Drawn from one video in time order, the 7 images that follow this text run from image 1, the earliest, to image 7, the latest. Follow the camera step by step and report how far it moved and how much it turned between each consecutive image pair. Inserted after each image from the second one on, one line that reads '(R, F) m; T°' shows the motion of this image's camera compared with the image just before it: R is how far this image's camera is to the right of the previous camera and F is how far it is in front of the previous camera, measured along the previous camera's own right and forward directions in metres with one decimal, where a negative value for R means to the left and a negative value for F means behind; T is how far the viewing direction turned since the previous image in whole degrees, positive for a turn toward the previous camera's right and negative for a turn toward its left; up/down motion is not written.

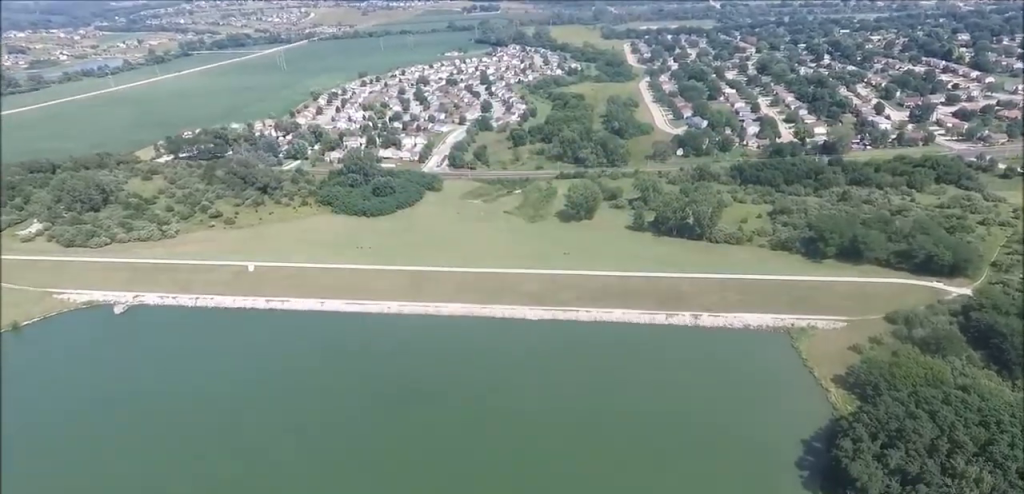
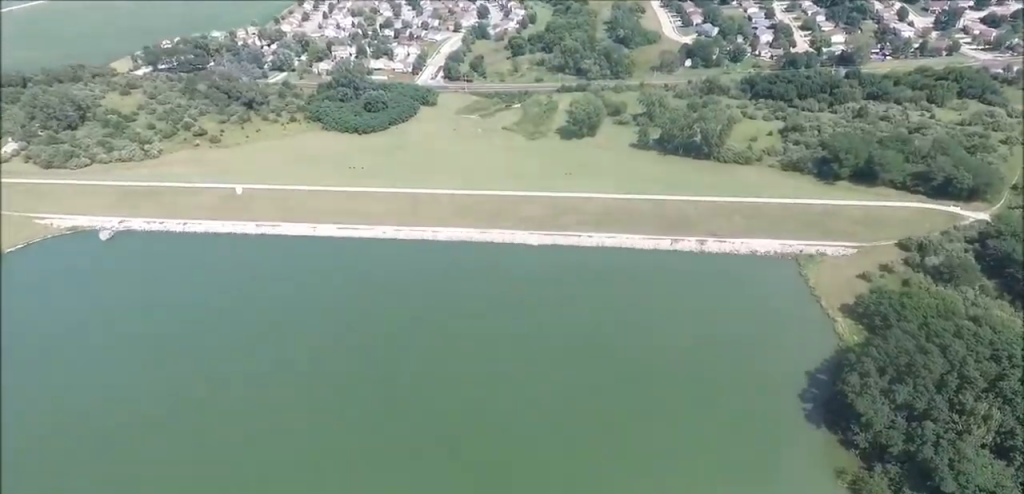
(0.0, +8.6) m; +1°
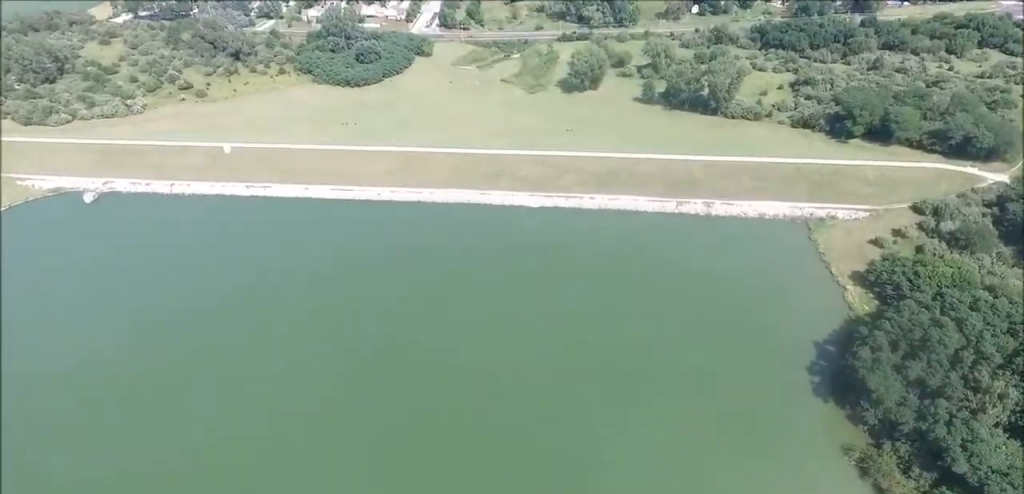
(+0.1, +8.9) m; +1°
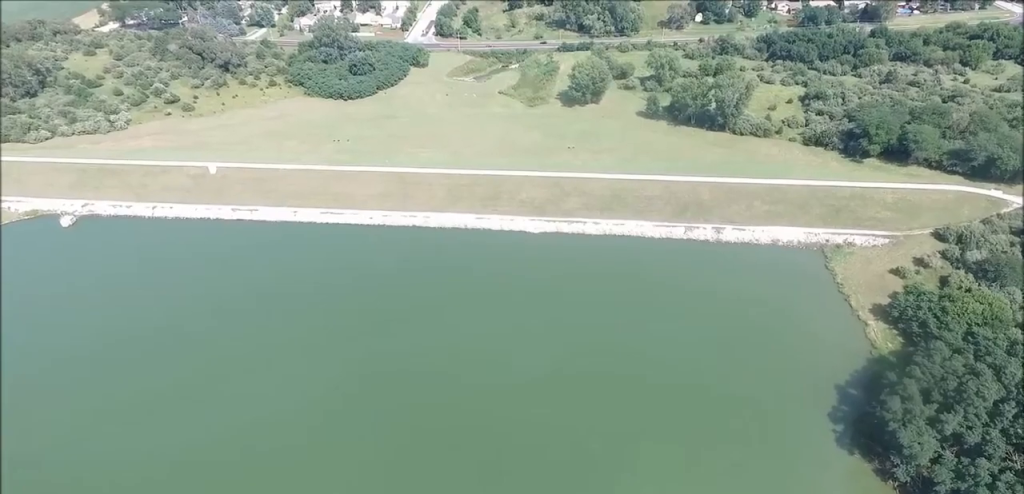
(+0.1, +15.4) m; +1°
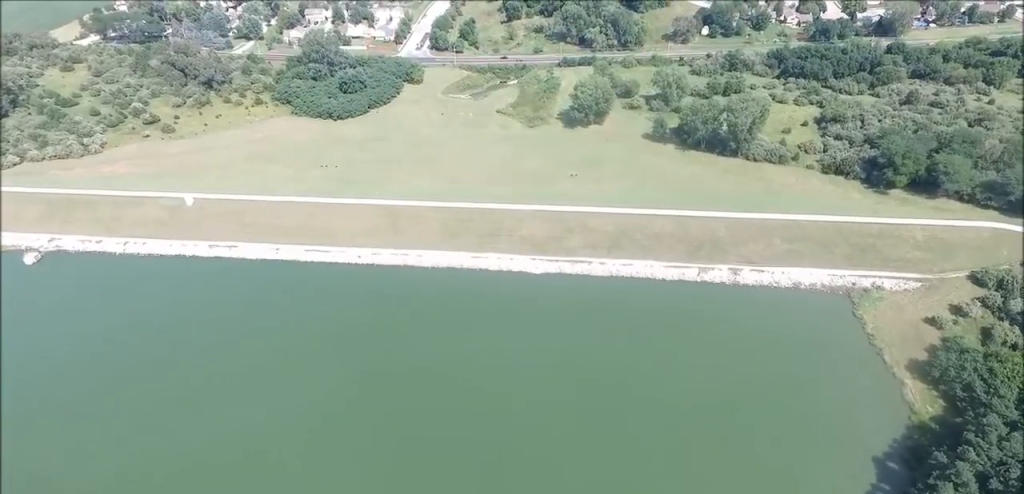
(+0.1, +21.6) m; 0°
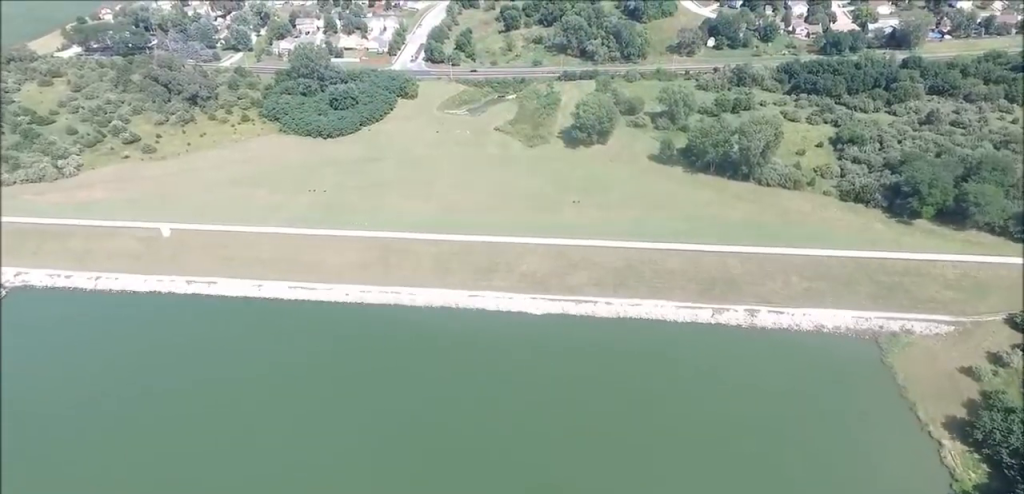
(-0.1, +19.0) m; -1°
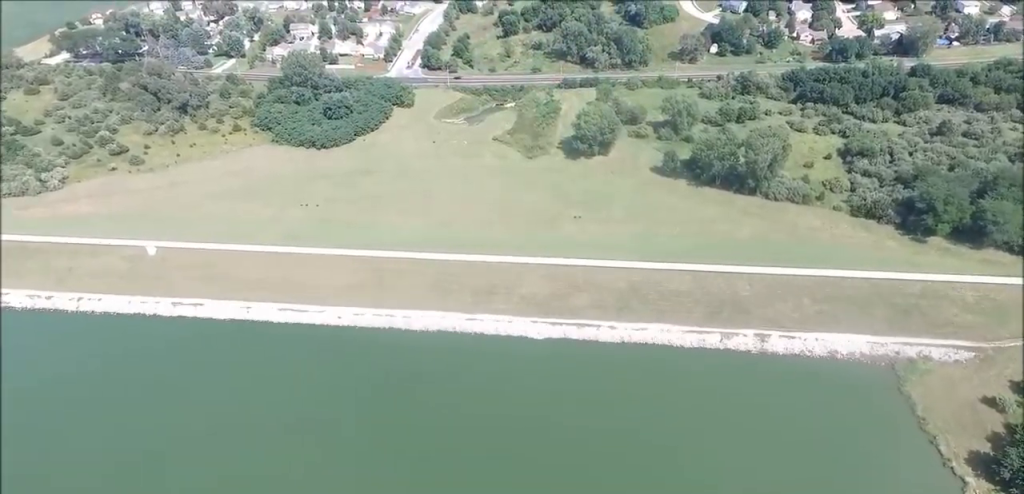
(0.0, +10.7) m; -1°
